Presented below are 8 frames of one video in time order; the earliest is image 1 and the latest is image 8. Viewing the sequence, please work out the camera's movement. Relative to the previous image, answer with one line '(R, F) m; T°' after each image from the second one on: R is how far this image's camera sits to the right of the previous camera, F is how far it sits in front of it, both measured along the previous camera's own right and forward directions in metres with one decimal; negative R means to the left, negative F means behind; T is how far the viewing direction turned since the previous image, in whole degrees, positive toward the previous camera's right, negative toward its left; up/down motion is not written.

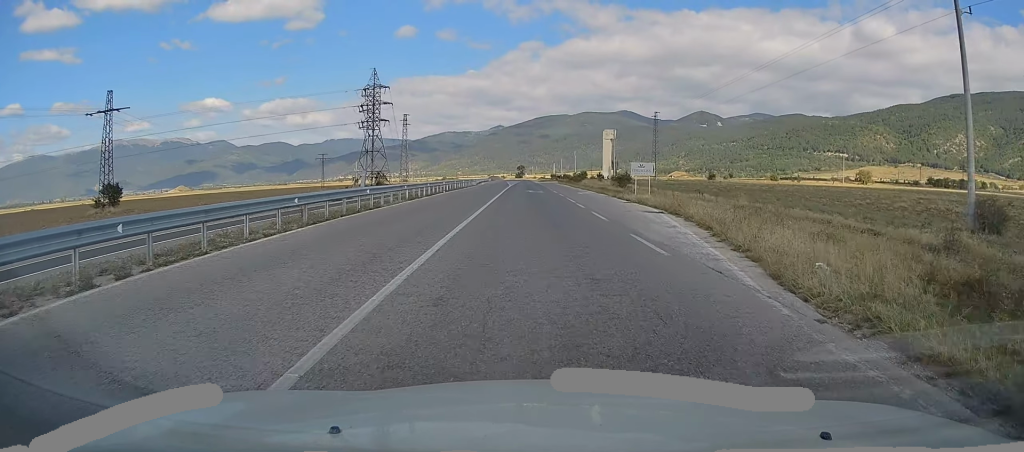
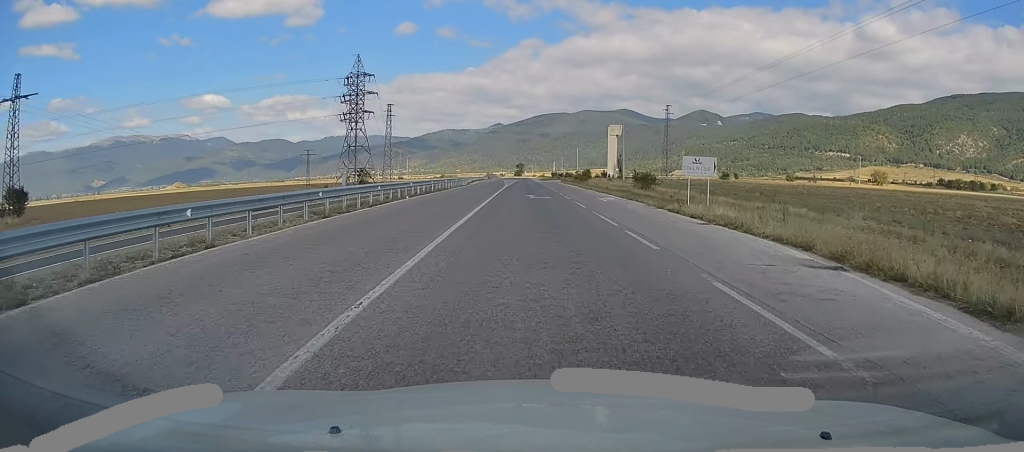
(-0.1, +13.7) m; 0°
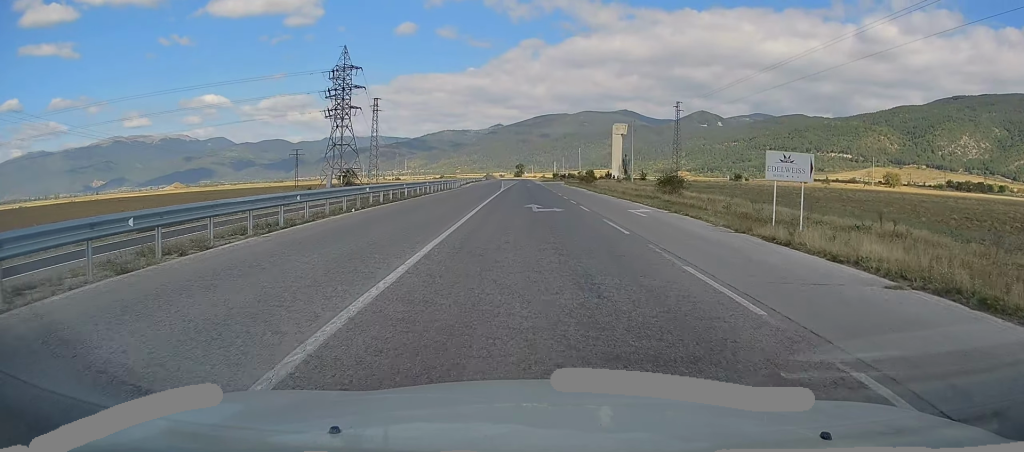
(+0.1, +9.8) m; 0°
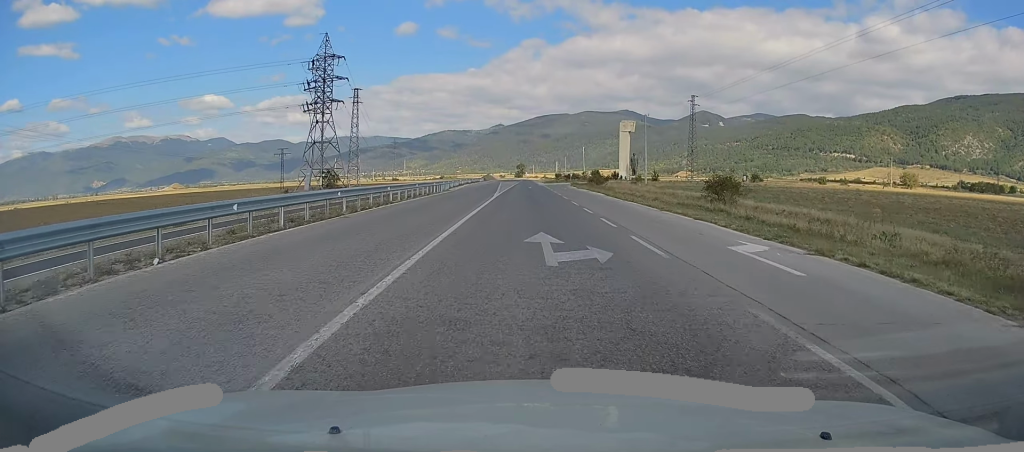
(+0.1, +12.1) m; 0°
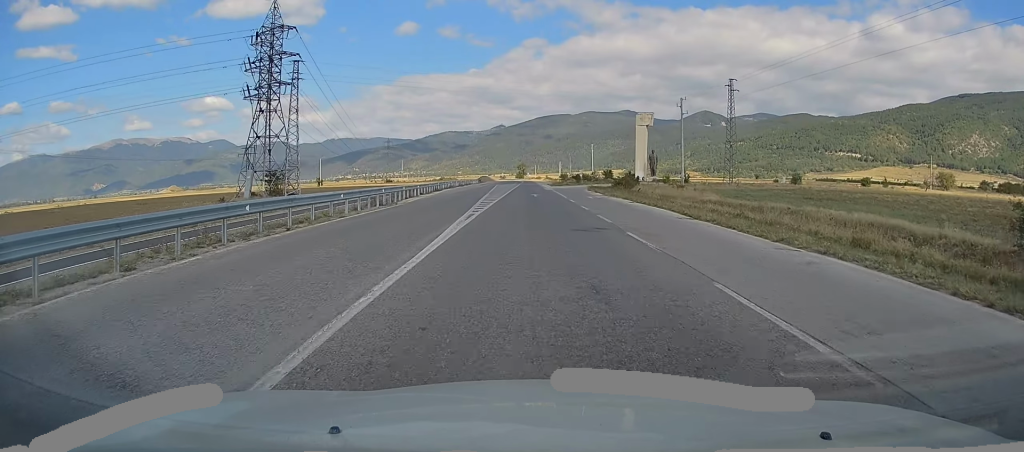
(0.0, +23.4) m; 0°
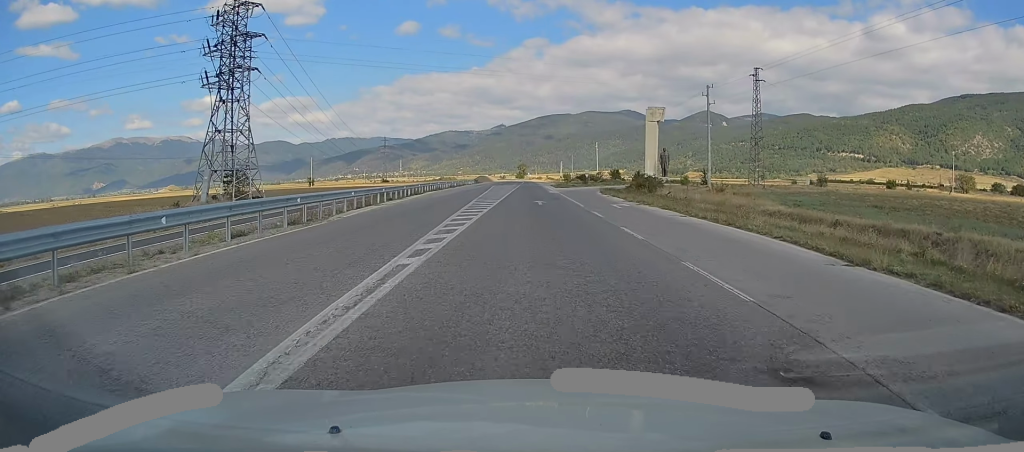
(0.0, +11.4) m; 0°
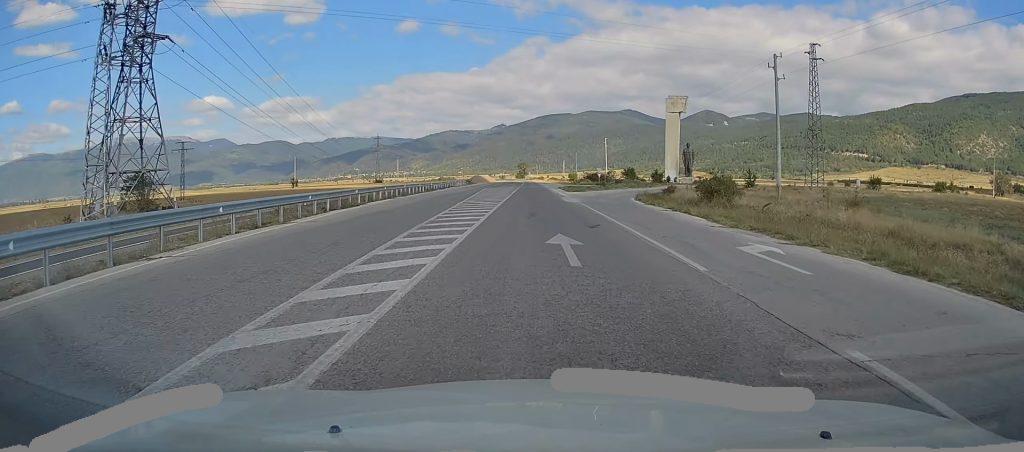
(0.0, +19.1) m; 0°
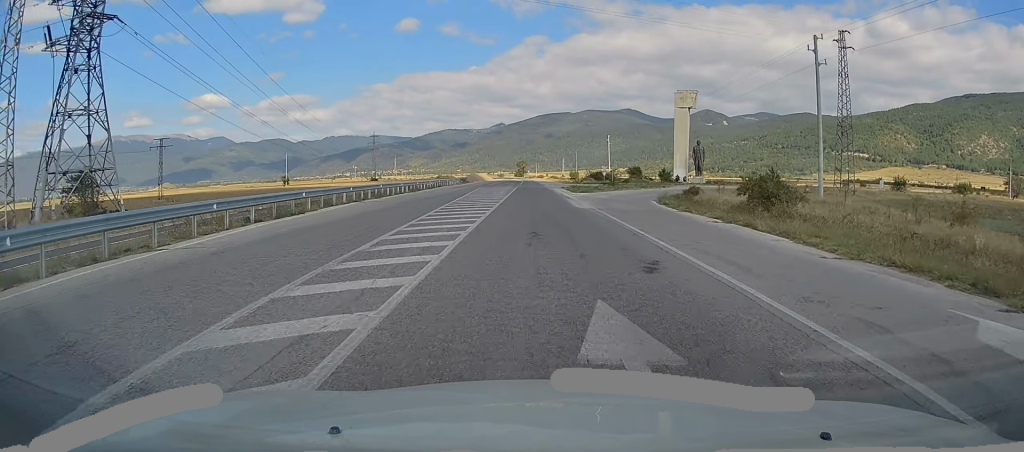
(0.0, +7.6) m; 0°
